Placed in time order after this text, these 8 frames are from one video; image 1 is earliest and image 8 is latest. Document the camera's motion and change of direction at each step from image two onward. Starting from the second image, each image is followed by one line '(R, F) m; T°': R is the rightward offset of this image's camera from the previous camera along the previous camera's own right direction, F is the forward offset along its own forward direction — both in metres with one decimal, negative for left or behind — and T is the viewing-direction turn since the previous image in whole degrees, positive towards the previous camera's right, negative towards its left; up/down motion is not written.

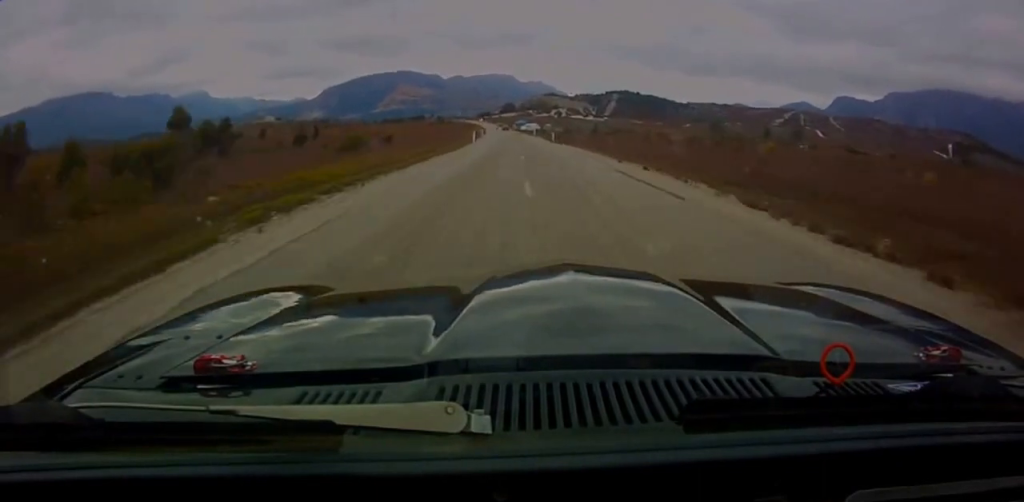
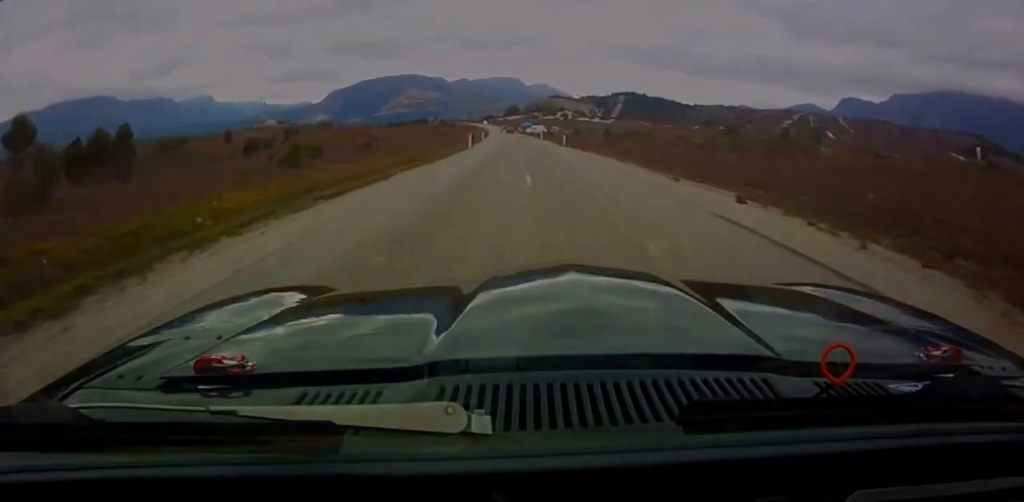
(-0.2, +8.6) m; -1°
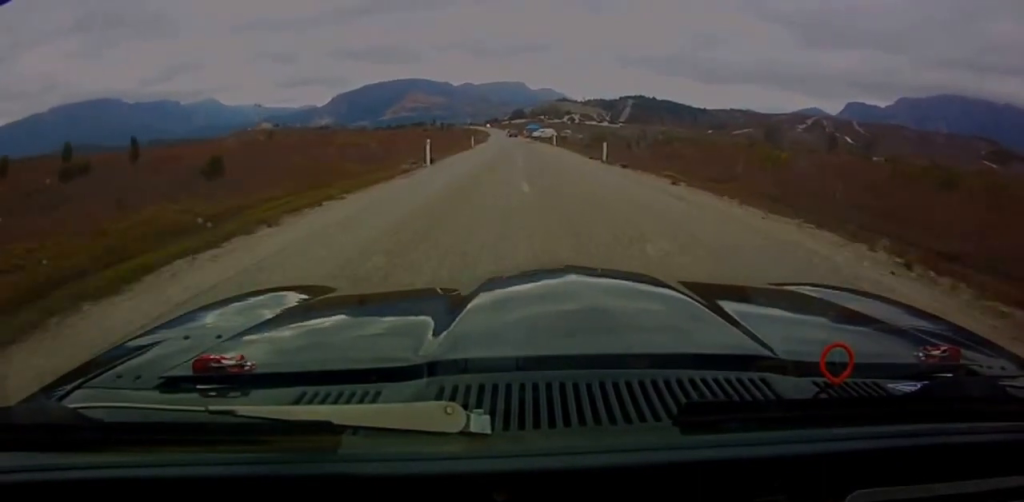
(+0.1, +20.3) m; +1°
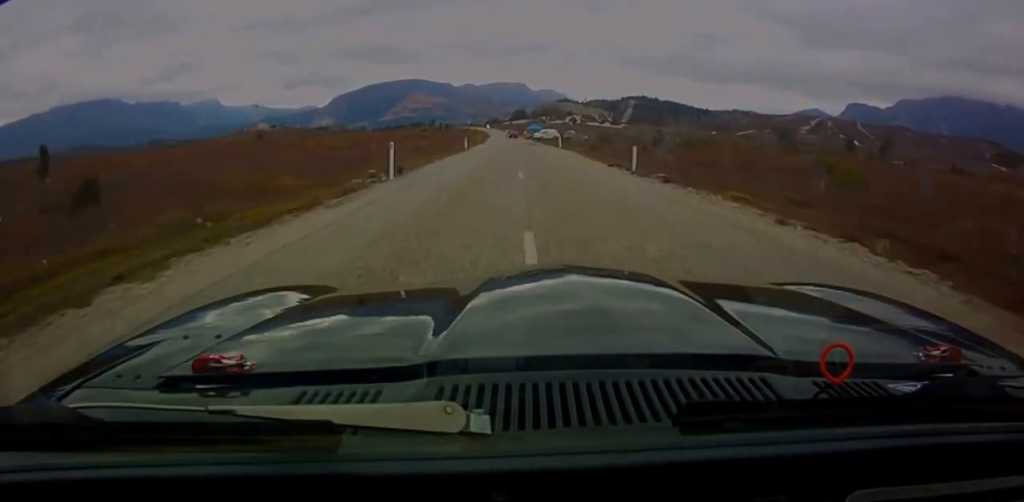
(0.0, +7.0) m; 0°
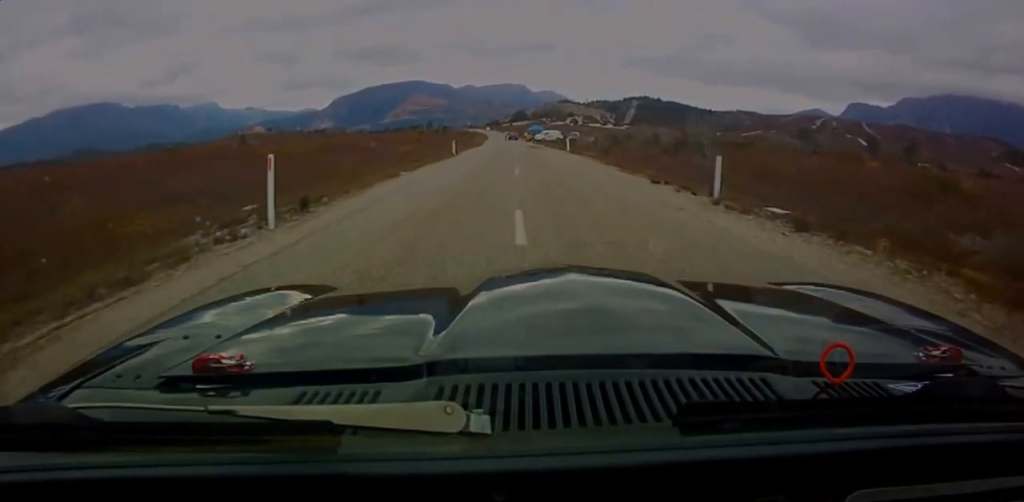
(-0.1, +9.1) m; +1°
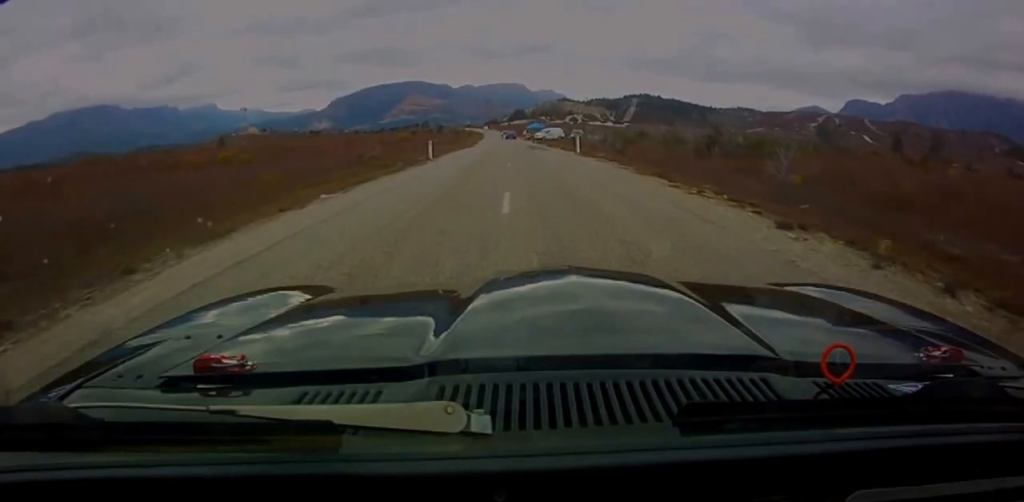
(+0.3, +8.5) m; 0°
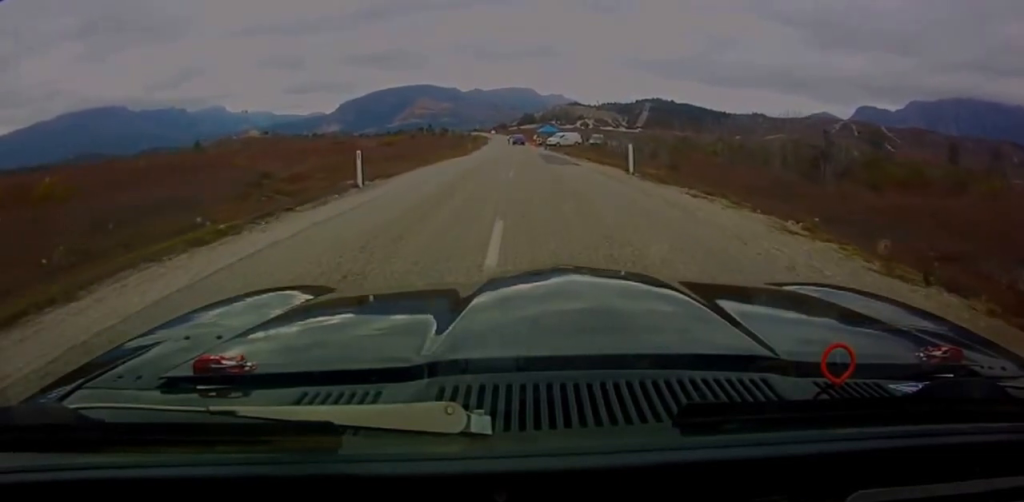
(-0.5, +13.7) m; 0°
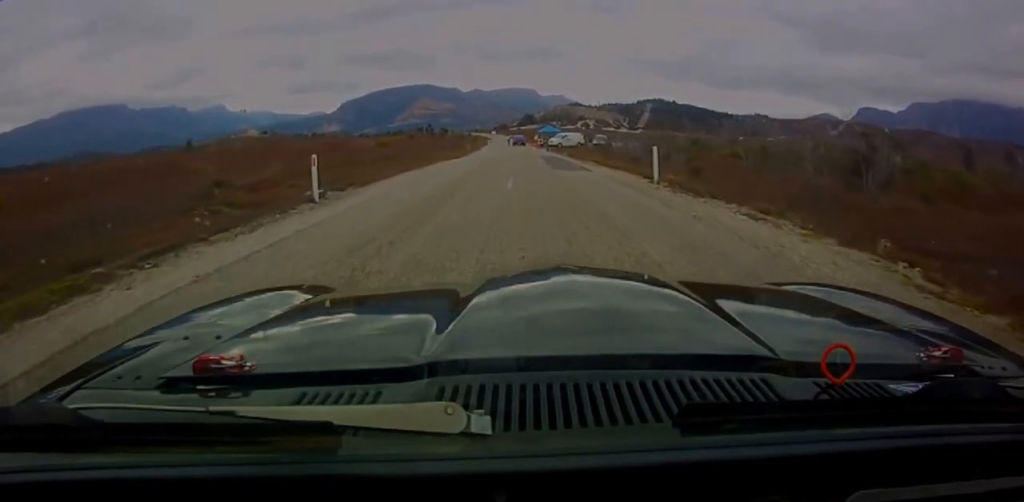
(+0.2, +3.4) m; -1°
